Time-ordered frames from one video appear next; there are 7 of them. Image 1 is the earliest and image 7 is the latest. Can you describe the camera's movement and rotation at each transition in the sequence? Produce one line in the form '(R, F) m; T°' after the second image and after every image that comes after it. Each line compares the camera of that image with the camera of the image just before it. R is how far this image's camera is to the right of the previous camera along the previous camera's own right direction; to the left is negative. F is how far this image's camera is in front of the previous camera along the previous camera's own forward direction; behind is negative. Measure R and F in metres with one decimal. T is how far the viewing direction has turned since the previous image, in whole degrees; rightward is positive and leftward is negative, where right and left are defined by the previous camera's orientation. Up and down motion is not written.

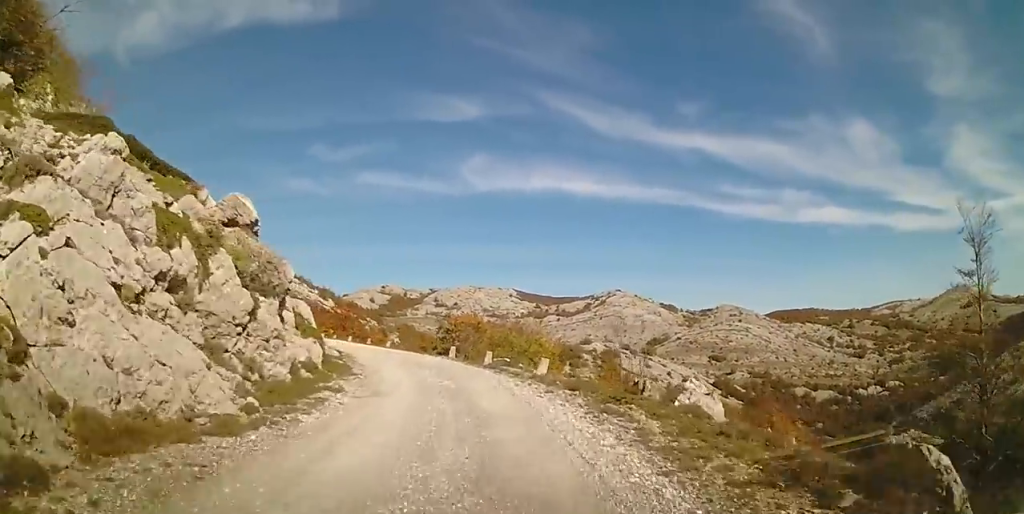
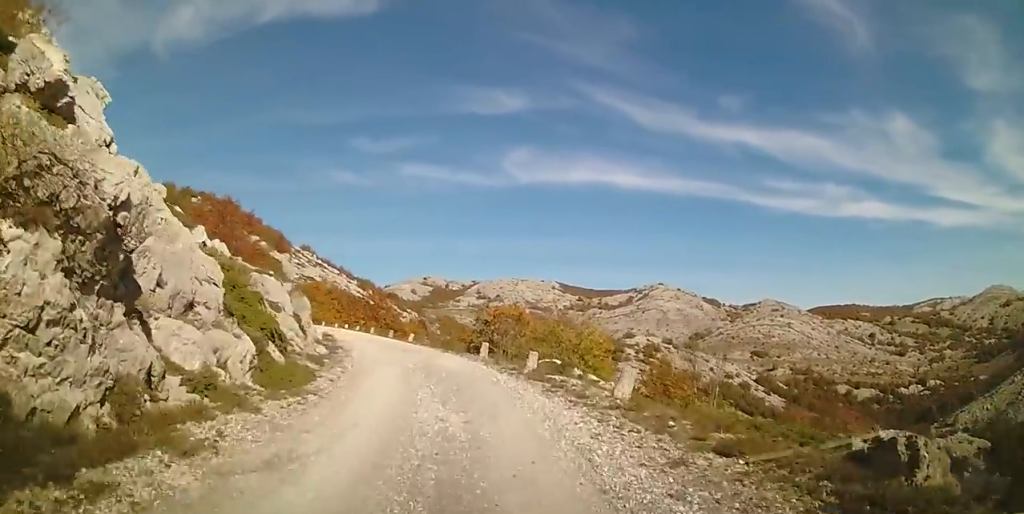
(-0.6, +6.9) m; -7°
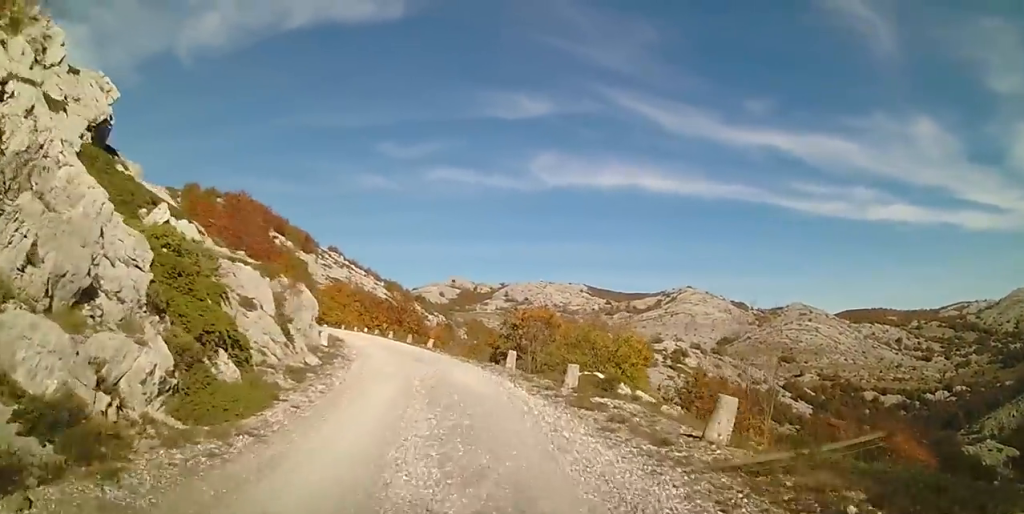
(-0.2, +3.5) m; -1°
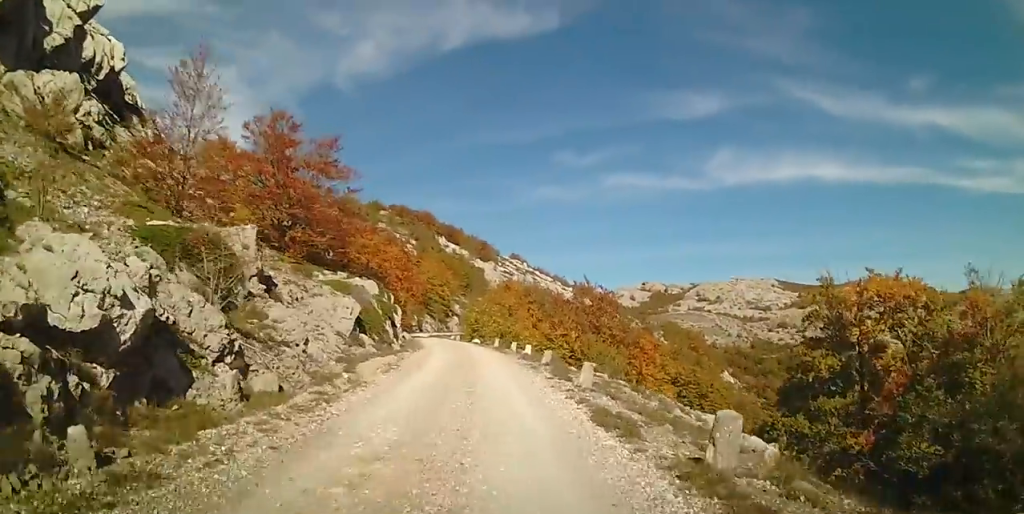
(-5.4, +31.0) m; -17°
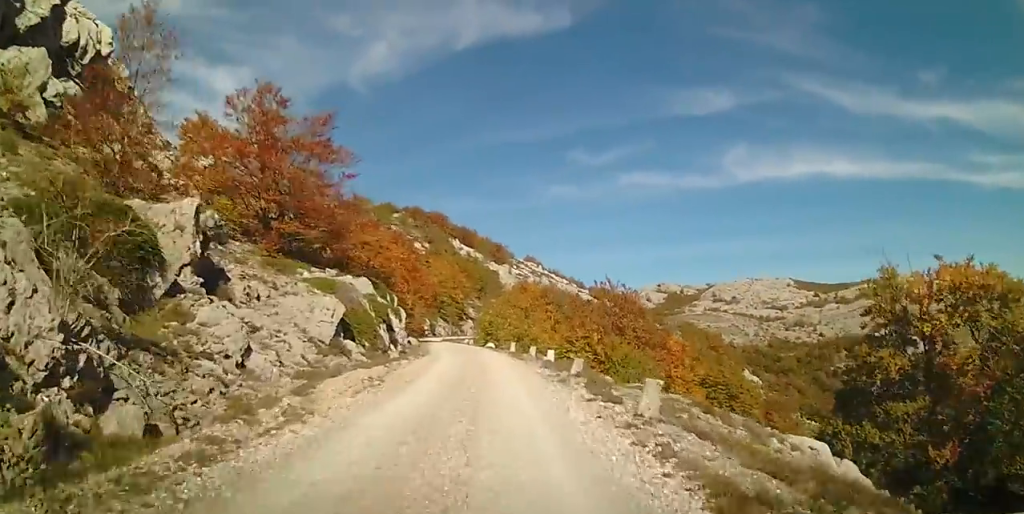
(-0.1, +4.3) m; -2°
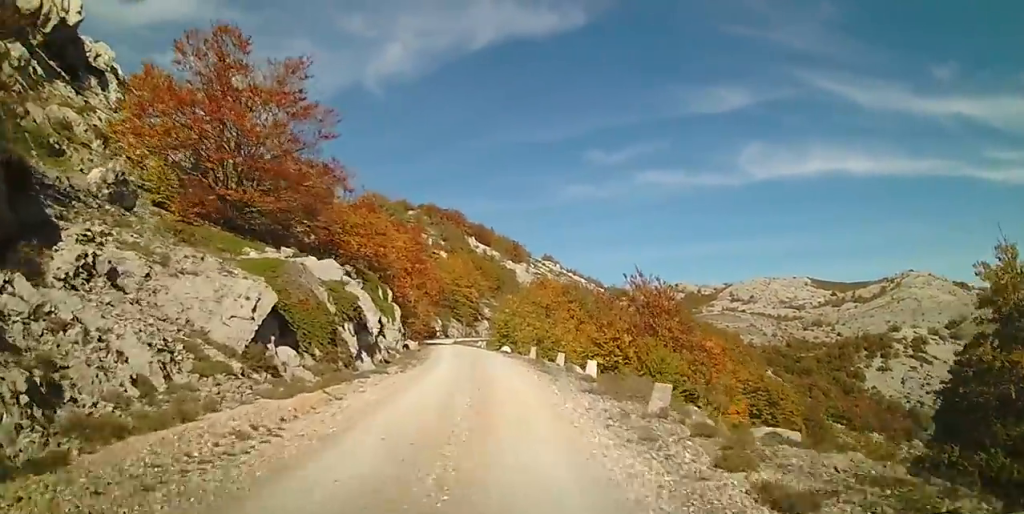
(-0.1, +7.1) m; -2°
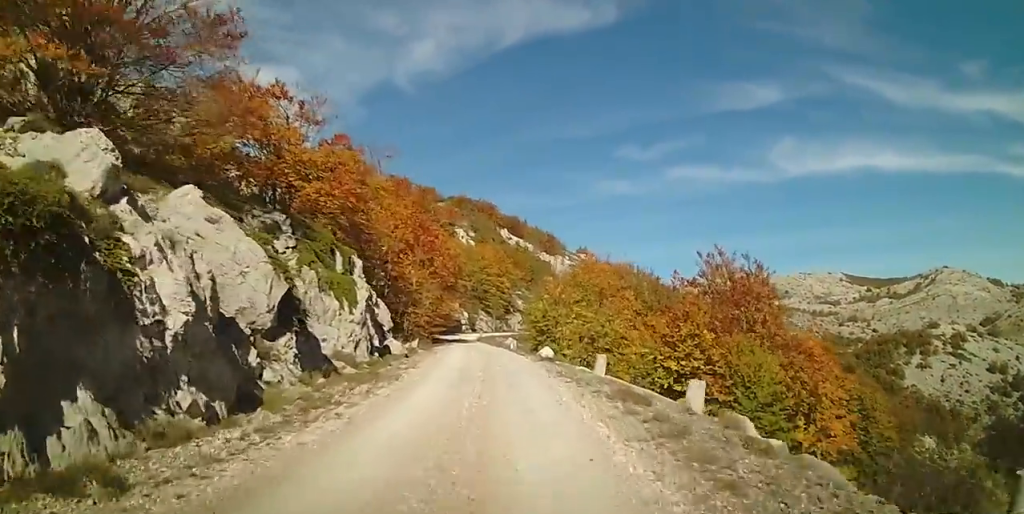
(-0.3, +12.8) m; -2°
